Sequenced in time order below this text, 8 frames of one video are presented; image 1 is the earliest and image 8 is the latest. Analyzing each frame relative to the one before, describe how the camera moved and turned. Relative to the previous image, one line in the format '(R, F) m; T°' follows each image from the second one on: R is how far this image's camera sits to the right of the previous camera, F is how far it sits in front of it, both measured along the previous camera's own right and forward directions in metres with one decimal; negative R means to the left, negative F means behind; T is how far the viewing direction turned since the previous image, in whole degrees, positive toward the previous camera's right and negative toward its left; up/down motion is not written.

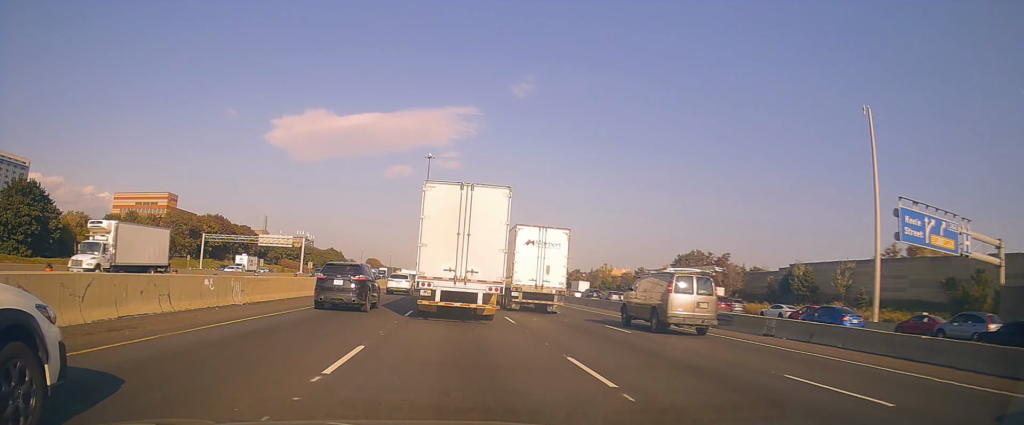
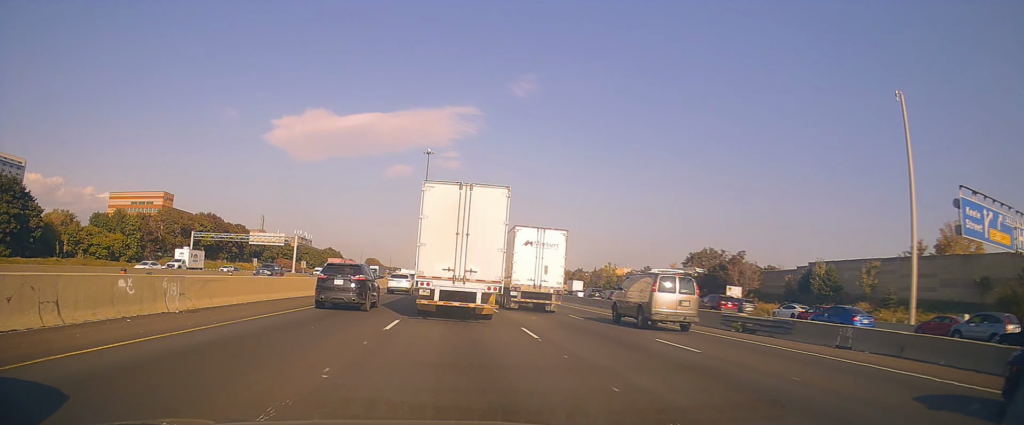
(-0.1, +5.5) m; -1°
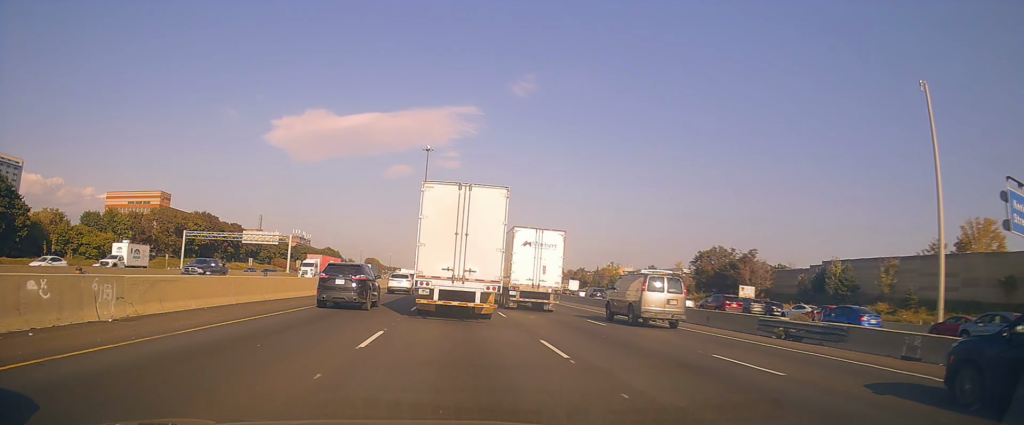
(-0.2, +3.8) m; 0°
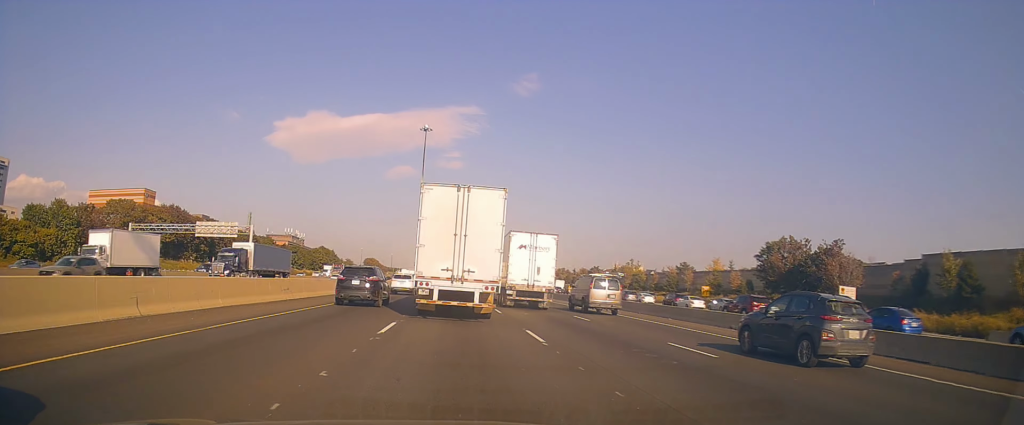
(+0.4, +21.6) m; +2°
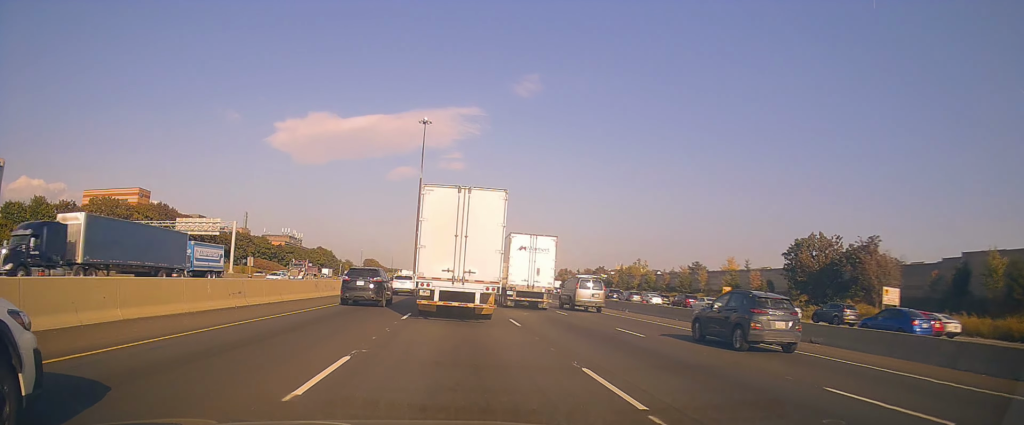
(0.0, +6.9) m; -2°
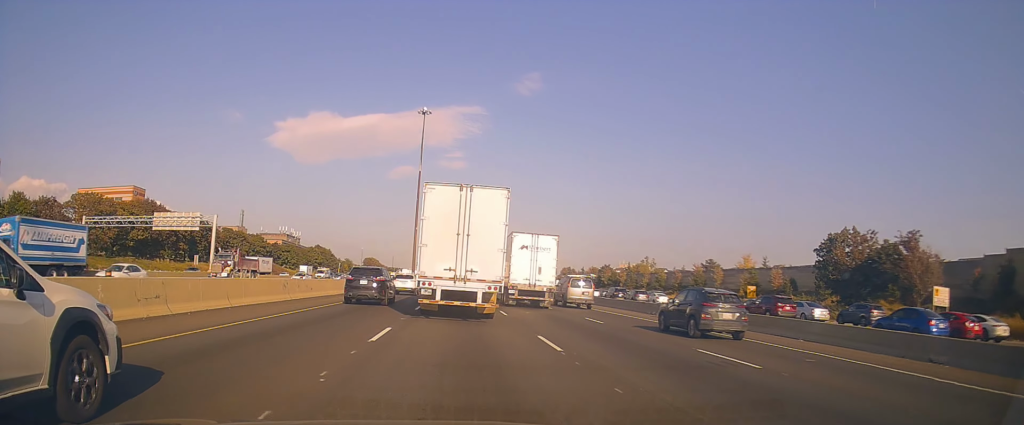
(-0.4, +6.7) m; -2°
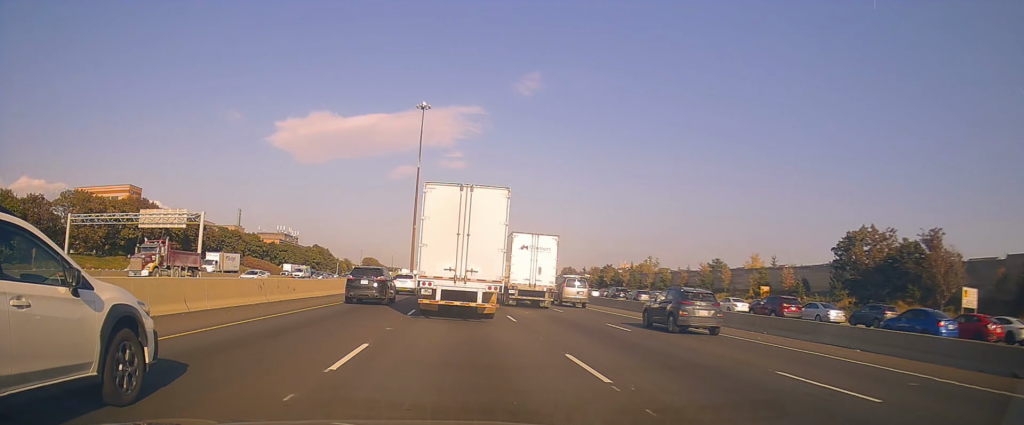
(+0.2, +3.6) m; 0°
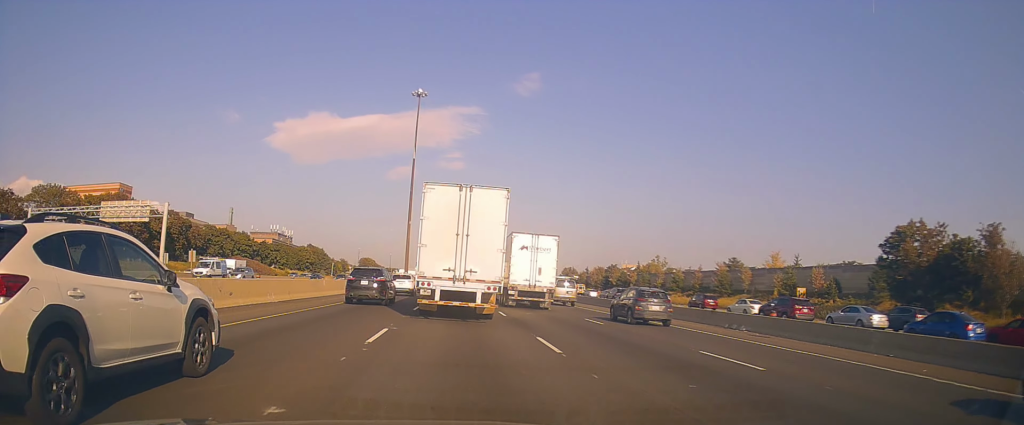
(-0.3, +8.7) m; +4°
